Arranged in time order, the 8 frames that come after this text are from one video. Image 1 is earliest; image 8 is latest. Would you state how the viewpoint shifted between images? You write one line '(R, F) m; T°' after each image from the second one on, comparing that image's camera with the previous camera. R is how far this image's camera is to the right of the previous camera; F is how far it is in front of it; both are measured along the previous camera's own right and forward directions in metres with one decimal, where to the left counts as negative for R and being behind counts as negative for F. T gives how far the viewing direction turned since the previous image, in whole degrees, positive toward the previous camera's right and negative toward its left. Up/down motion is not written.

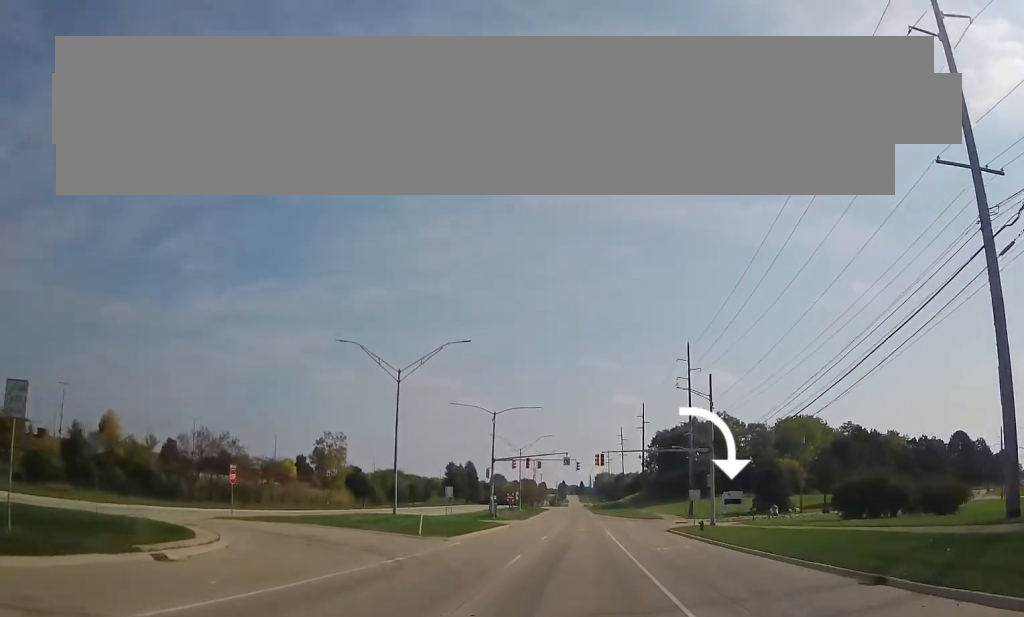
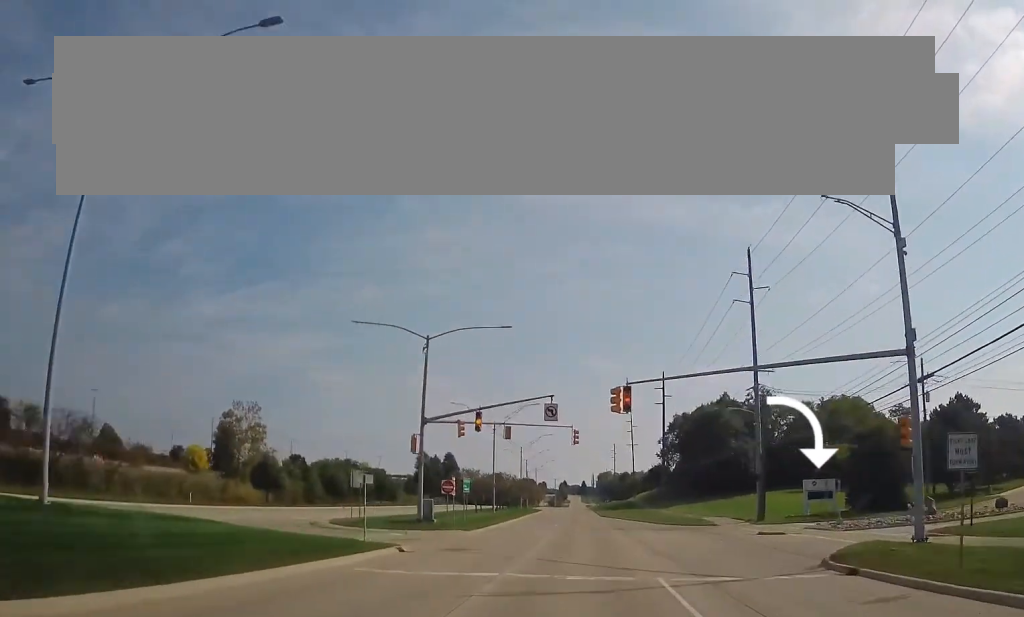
(+0.4, +36.5) m; +2°
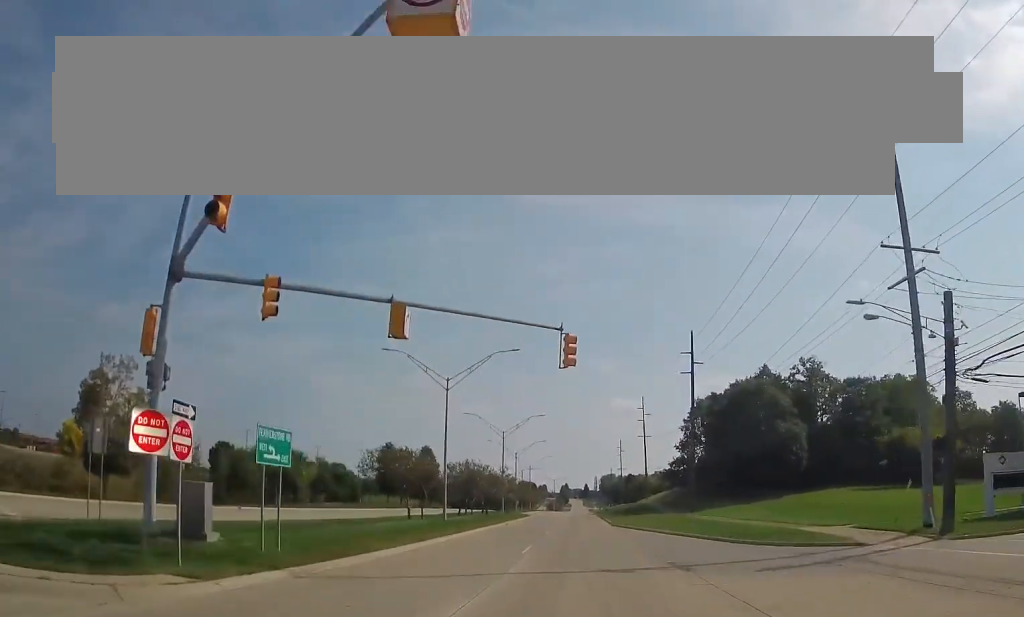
(0.0, +29.6) m; -1°
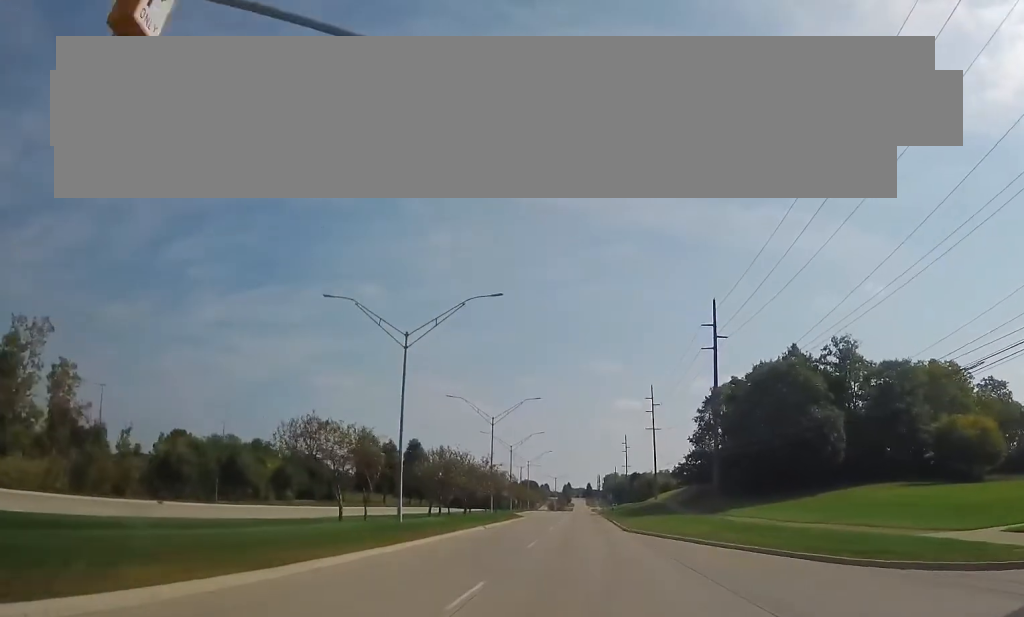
(-0.1, +13.5) m; 0°
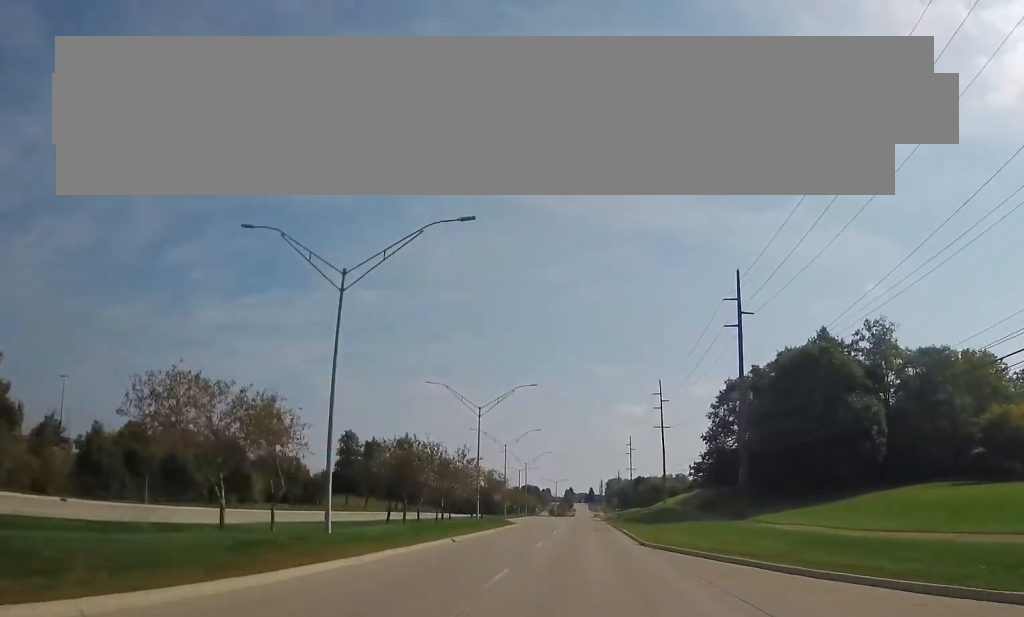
(-0.1, +11.4) m; +1°
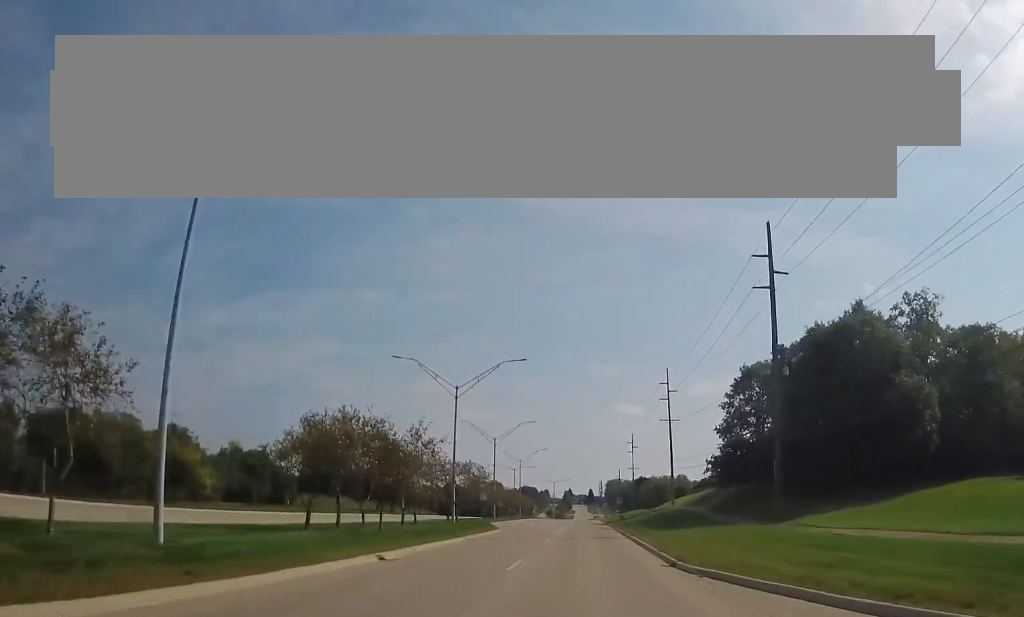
(+0.2, +11.7) m; 0°
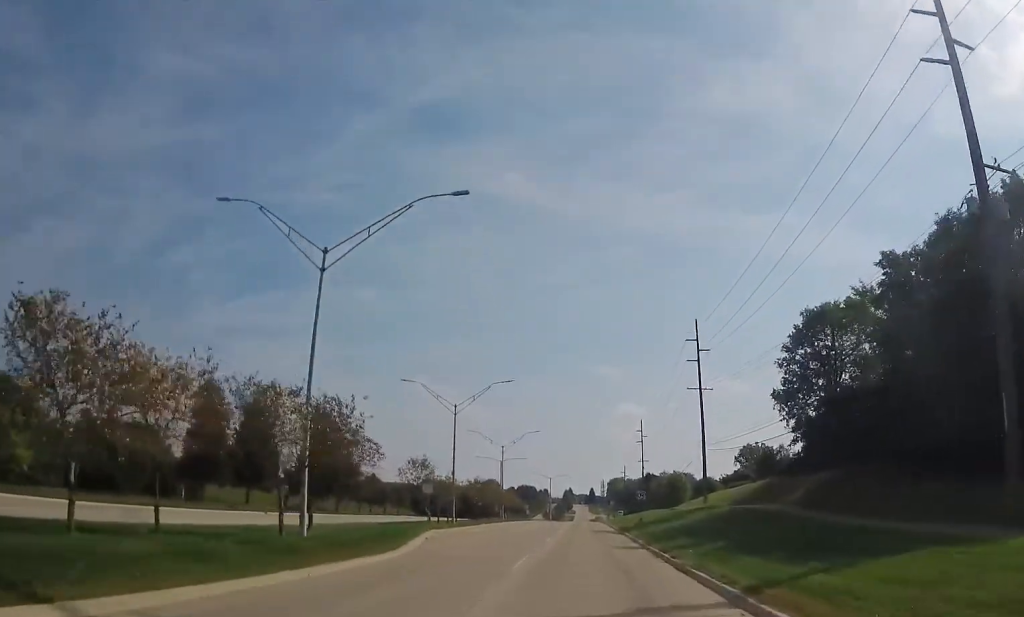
(-0.1, +29.0) m; 0°
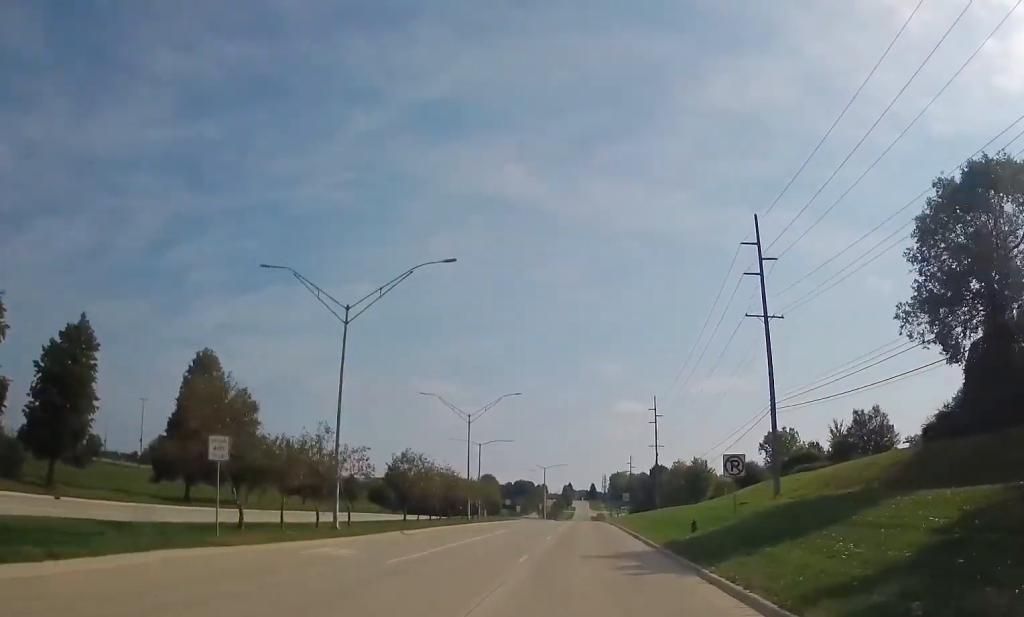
(+0.3, +29.7) m; 0°
